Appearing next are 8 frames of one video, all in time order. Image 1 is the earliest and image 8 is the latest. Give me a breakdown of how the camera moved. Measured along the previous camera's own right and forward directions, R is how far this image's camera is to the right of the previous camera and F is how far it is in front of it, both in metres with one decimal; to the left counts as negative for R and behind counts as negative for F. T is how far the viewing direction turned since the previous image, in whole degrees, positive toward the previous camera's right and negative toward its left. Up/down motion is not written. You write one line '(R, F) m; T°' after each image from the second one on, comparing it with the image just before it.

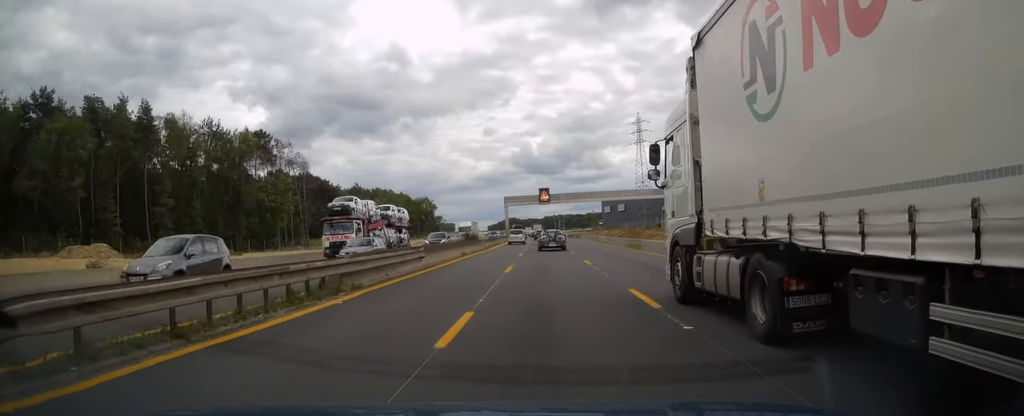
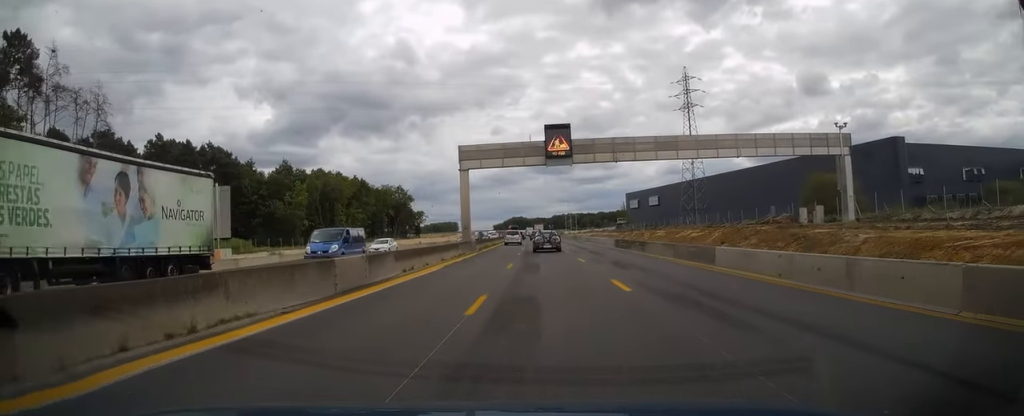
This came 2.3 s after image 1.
(-0.3, +61.7) m; -1°
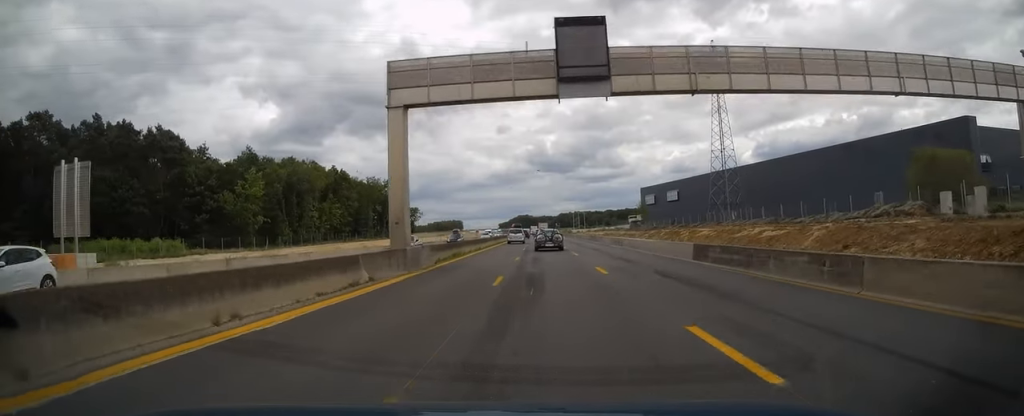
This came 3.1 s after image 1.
(-0.1, +21.0) m; 0°
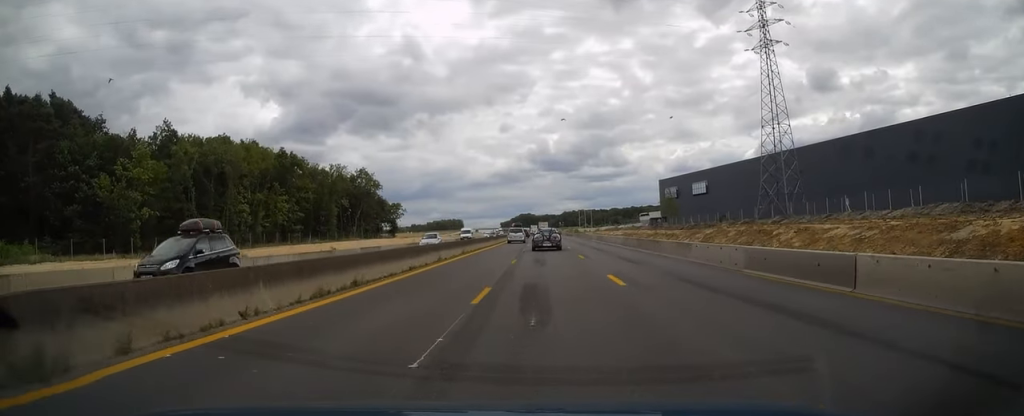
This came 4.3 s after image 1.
(-0.2, +29.6) m; 0°
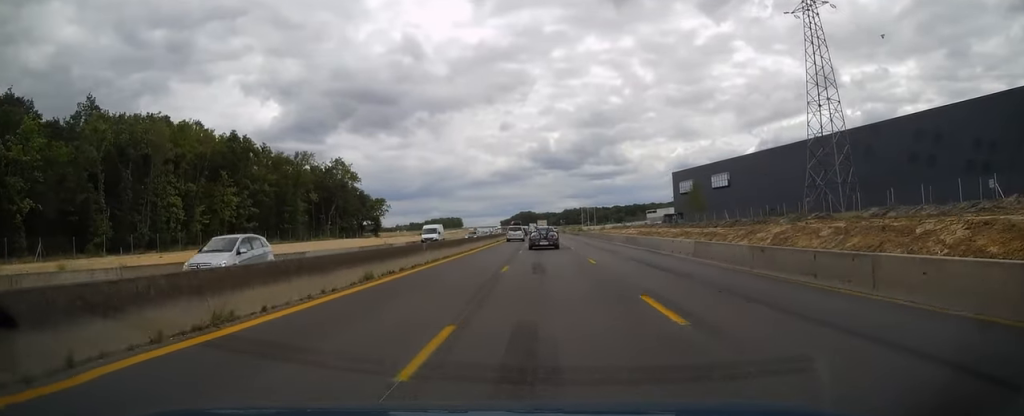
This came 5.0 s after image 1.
(0.0, +18.7) m; 0°
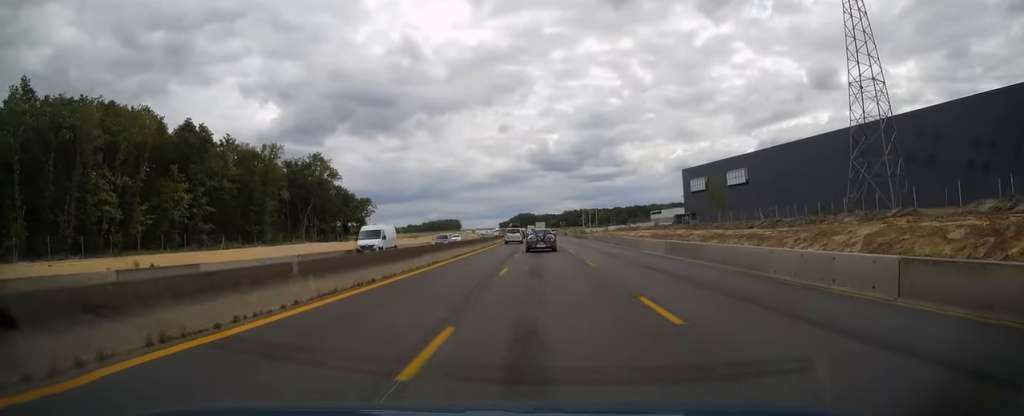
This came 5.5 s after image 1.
(0.0, +13.0) m; 0°
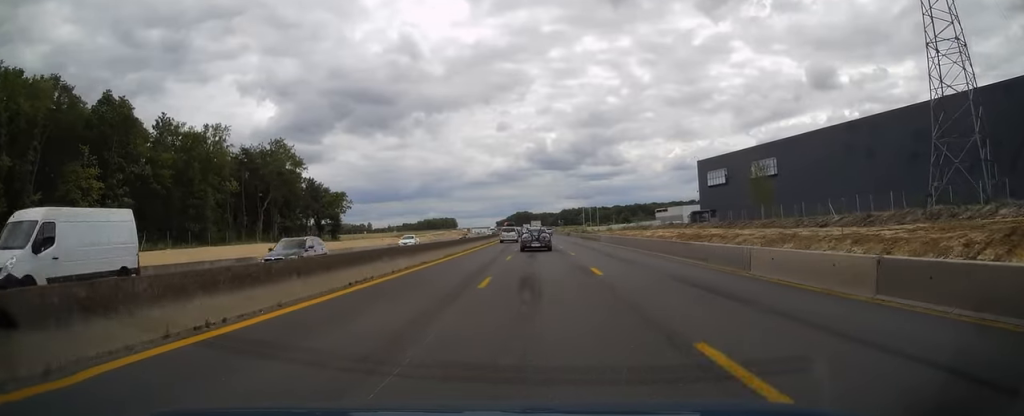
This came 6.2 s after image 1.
(0.0, +17.6) m; 0°
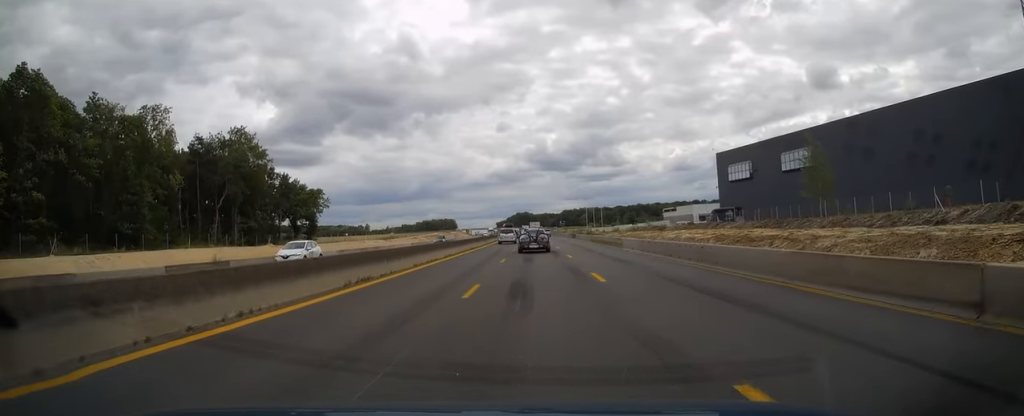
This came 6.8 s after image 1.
(0.0, +14.9) m; 0°
